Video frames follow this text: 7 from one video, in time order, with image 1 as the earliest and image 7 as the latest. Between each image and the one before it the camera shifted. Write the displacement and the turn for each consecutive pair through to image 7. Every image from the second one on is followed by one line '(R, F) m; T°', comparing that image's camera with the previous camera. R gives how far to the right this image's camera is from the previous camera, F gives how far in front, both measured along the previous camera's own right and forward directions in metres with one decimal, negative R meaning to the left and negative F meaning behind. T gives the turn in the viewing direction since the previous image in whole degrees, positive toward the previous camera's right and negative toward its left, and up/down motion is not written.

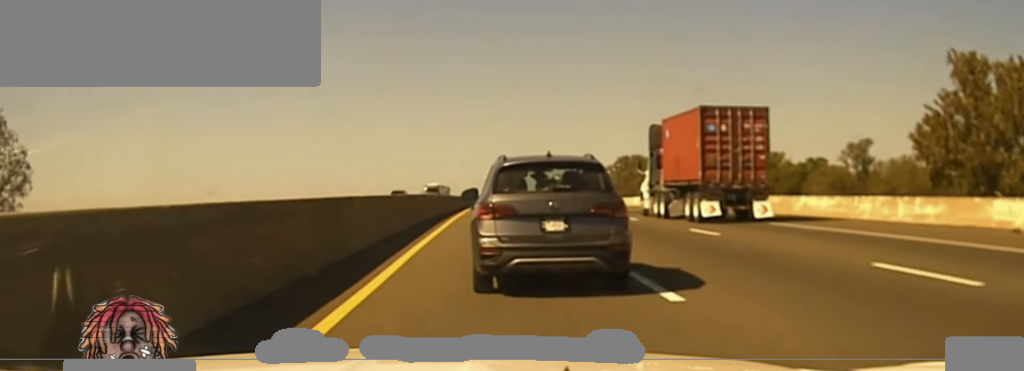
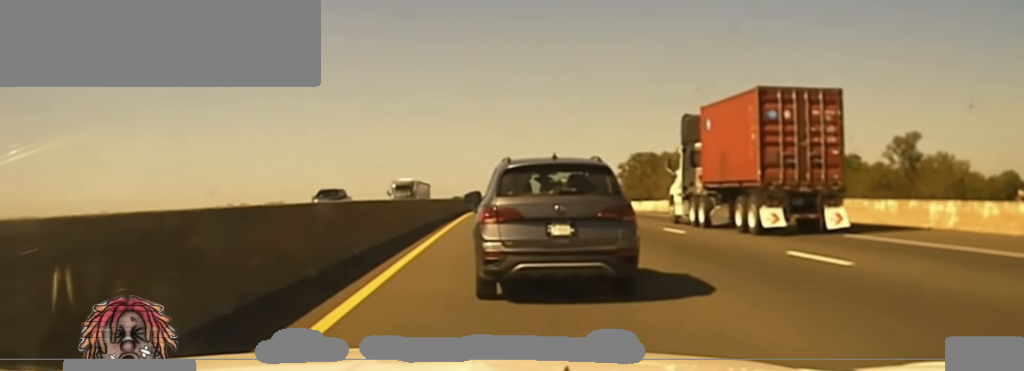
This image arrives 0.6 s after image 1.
(0.0, +18.7) m; 0°
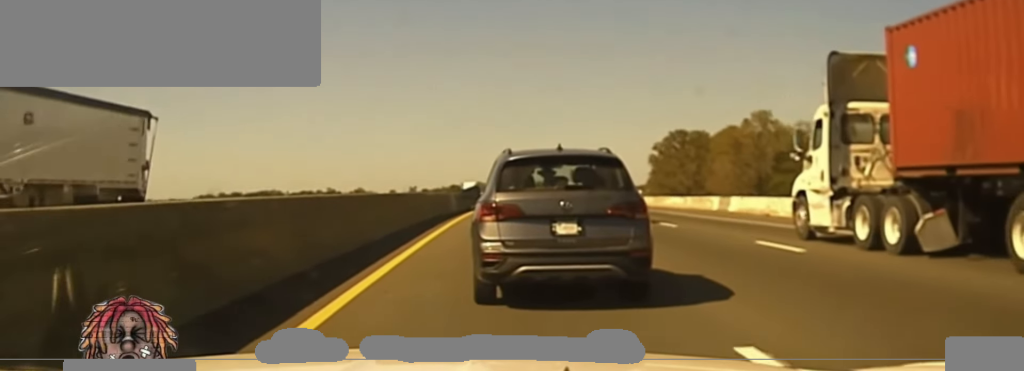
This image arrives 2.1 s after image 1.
(0.0, +45.1) m; 0°
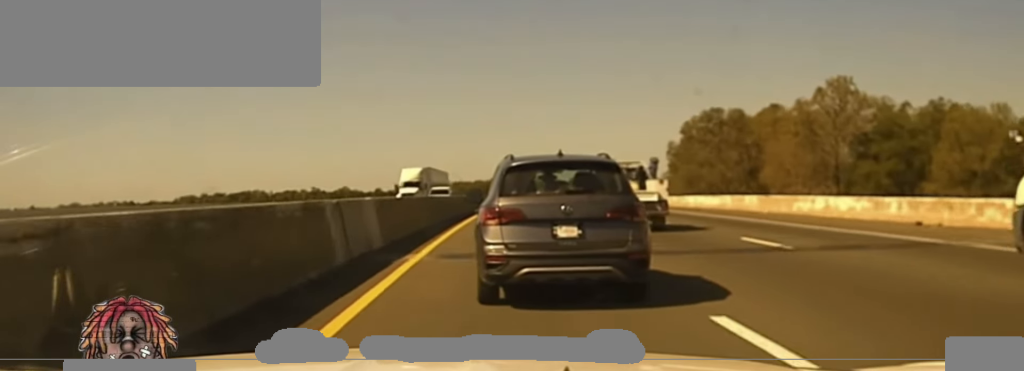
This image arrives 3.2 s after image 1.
(0.0, +36.7) m; +1°
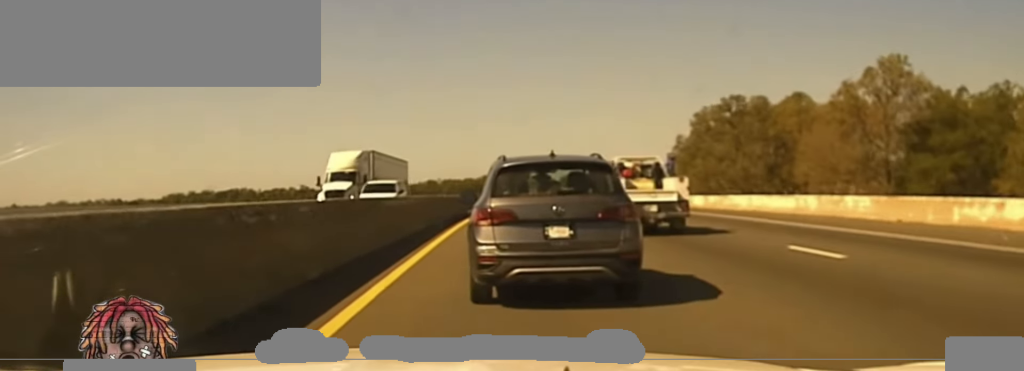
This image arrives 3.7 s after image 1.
(0.0, +17.0) m; +1°
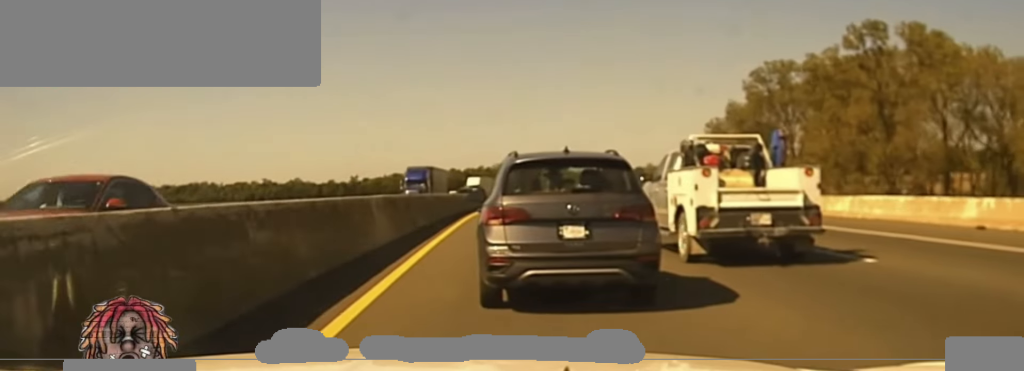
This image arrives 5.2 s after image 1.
(+1.4, +50.1) m; +2°
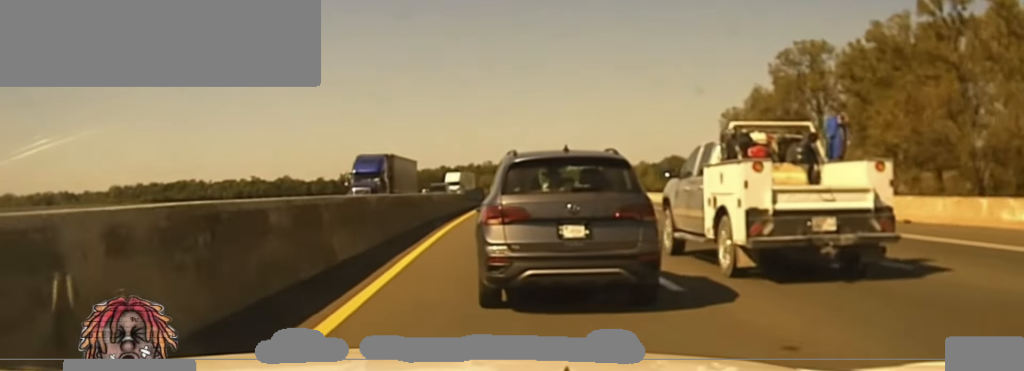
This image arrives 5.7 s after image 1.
(+0.1, +13.9) m; 0°
